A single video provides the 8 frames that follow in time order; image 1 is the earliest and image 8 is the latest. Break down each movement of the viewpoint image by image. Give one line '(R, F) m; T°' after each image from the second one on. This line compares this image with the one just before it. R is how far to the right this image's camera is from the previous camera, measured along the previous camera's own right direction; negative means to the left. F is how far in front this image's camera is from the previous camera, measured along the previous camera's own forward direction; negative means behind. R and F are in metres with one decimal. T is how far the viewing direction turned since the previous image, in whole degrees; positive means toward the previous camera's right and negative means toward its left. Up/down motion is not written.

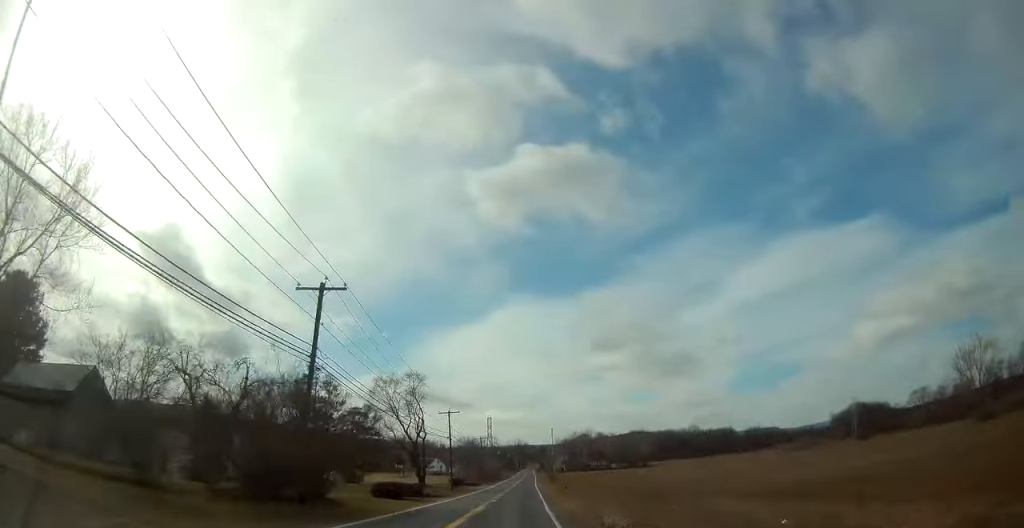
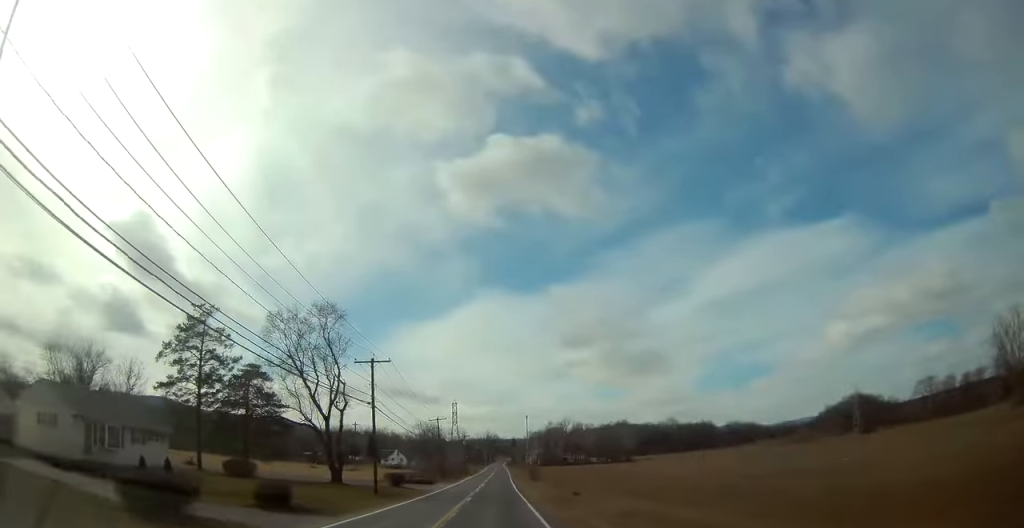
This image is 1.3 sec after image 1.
(+0.8, +26.5) m; +4°
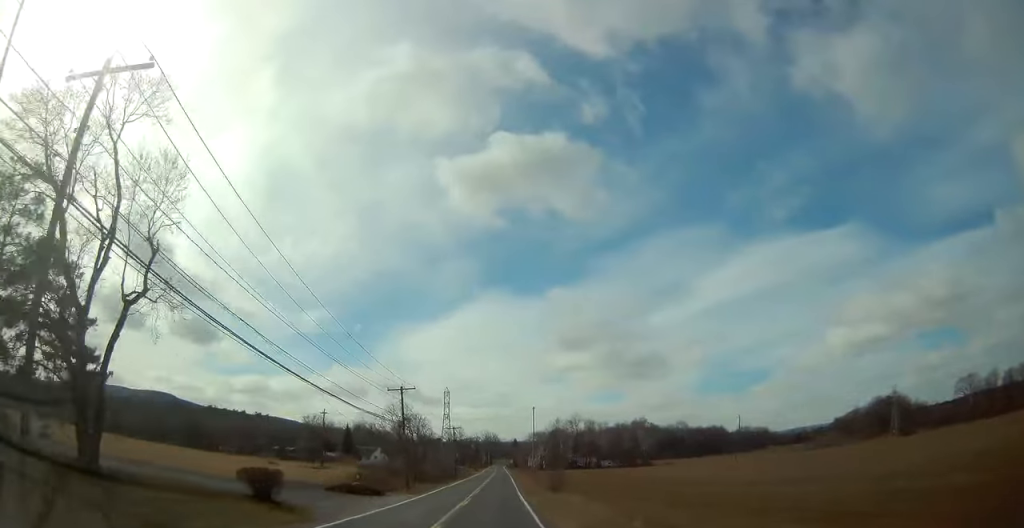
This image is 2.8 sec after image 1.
(+0.7, +30.0) m; +1°
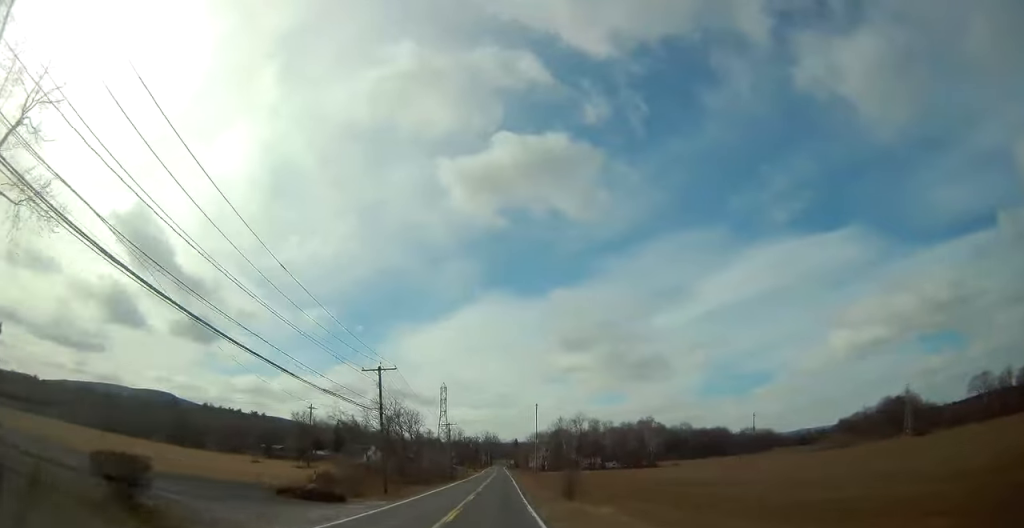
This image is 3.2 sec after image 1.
(-0.1, +9.5) m; 0°
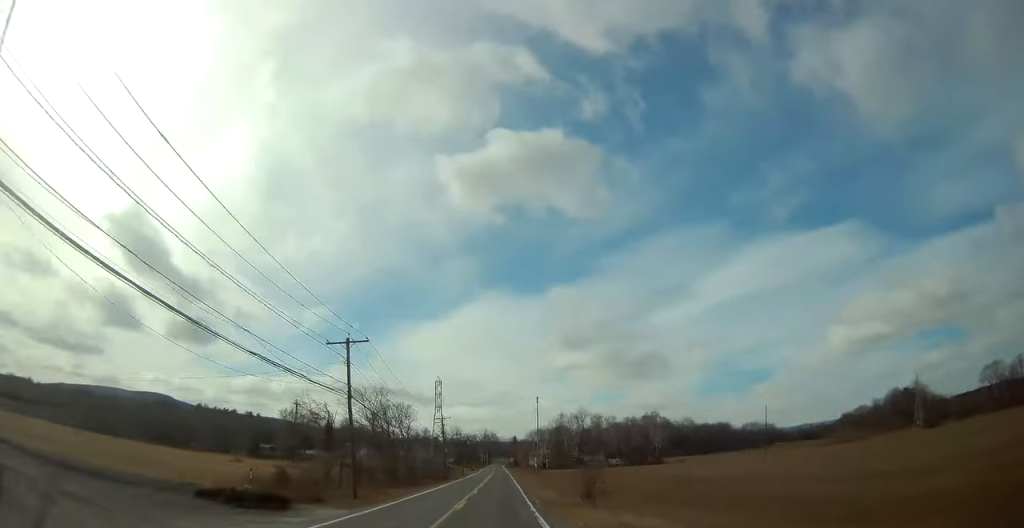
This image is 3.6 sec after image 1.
(+0.1, +8.2) m; +1°
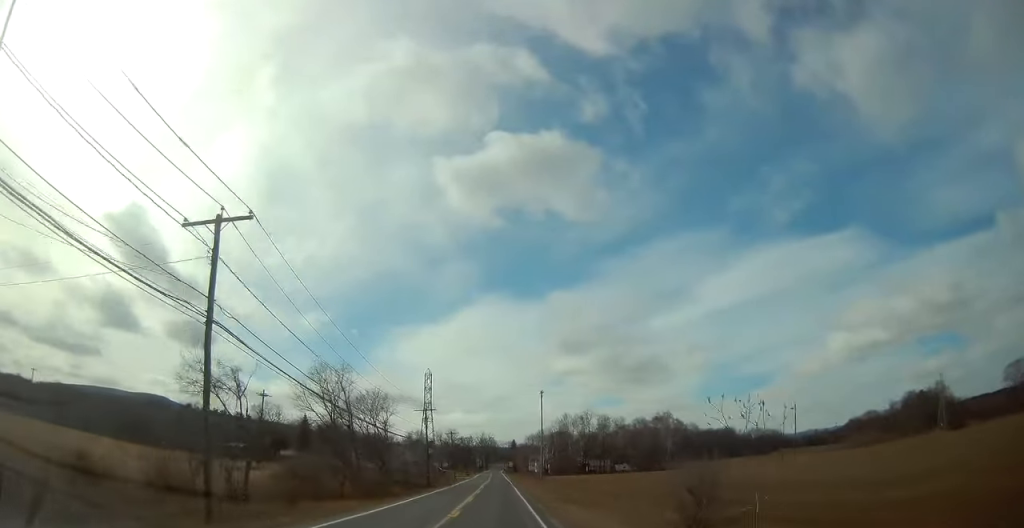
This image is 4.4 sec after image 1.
(+0.2, +16.3) m; +1°
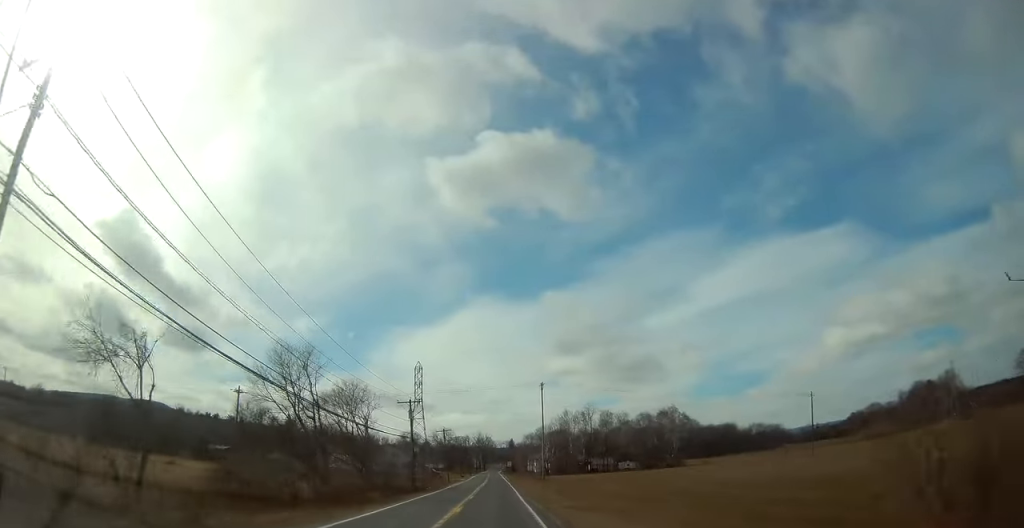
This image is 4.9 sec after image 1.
(+0.2, +8.9) m; 0°
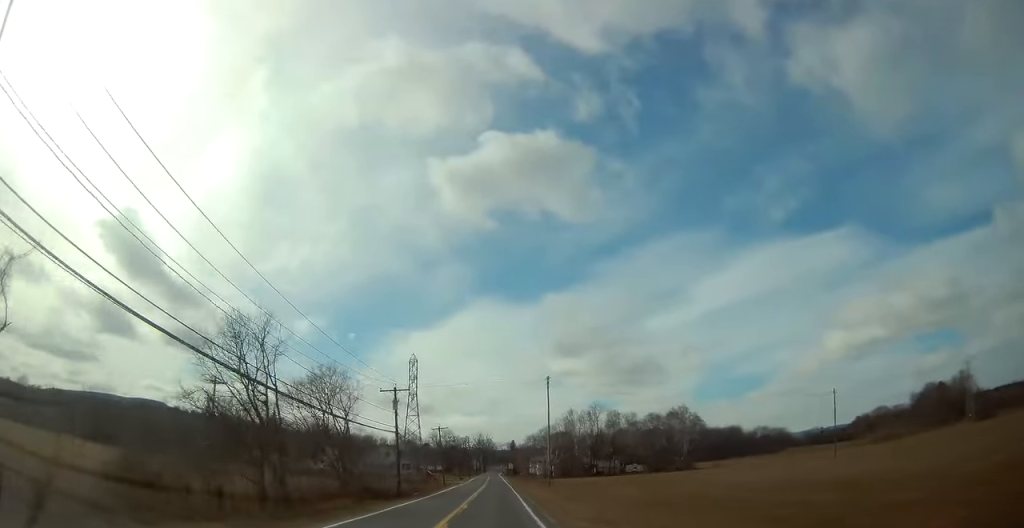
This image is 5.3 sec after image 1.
(+0.1, +8.8) m; 0°
